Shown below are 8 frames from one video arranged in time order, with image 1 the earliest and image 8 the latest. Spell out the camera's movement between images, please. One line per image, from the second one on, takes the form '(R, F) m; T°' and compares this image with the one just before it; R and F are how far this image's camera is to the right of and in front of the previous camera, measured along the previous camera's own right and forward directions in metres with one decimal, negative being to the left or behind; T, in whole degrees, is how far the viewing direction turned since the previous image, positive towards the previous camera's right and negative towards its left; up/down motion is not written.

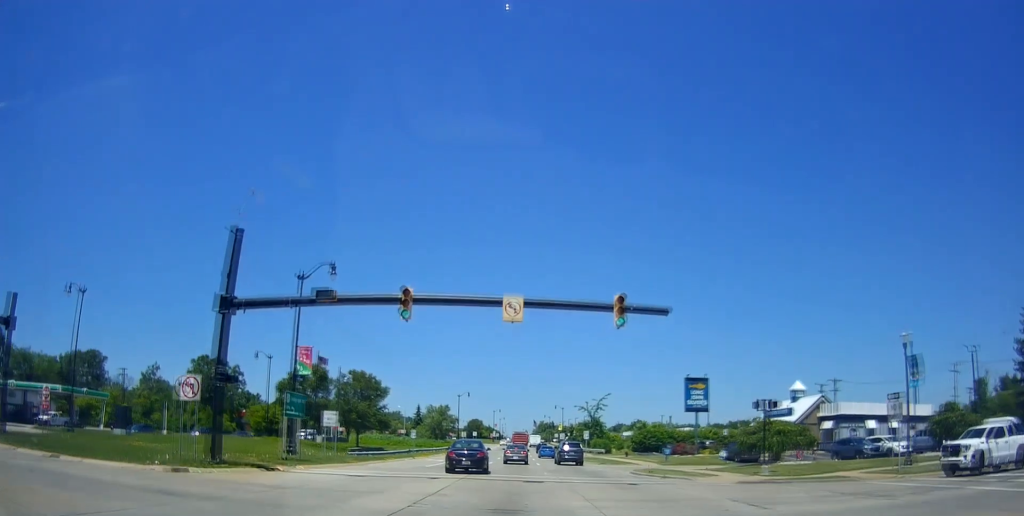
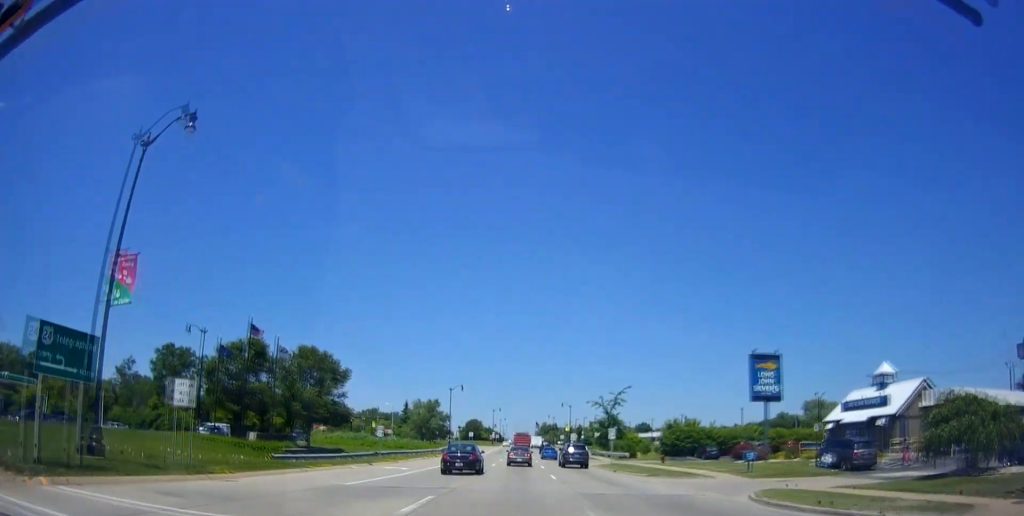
(+0.5, +17.0) m; +1°
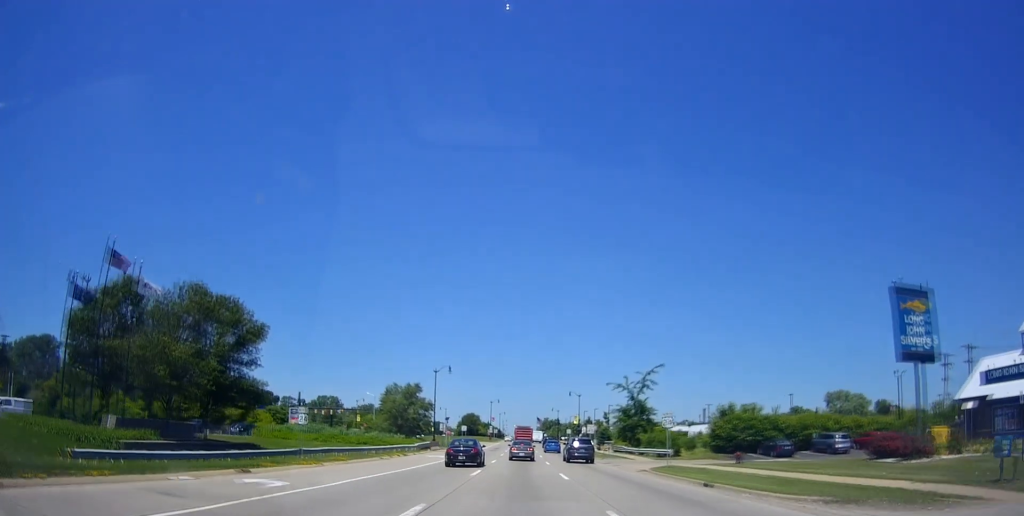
(-0.2, +18.8) m; -1°
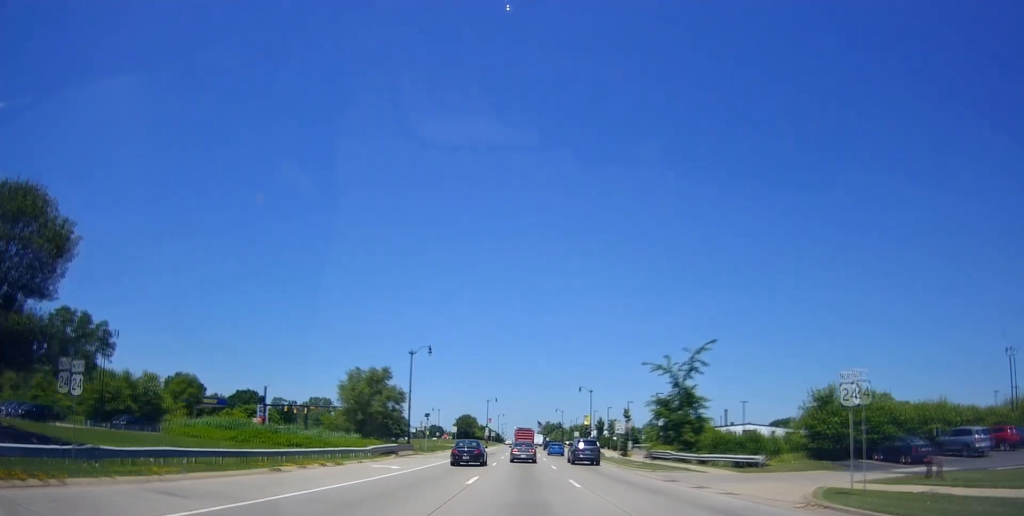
(0.0, +18.6) m; -1°
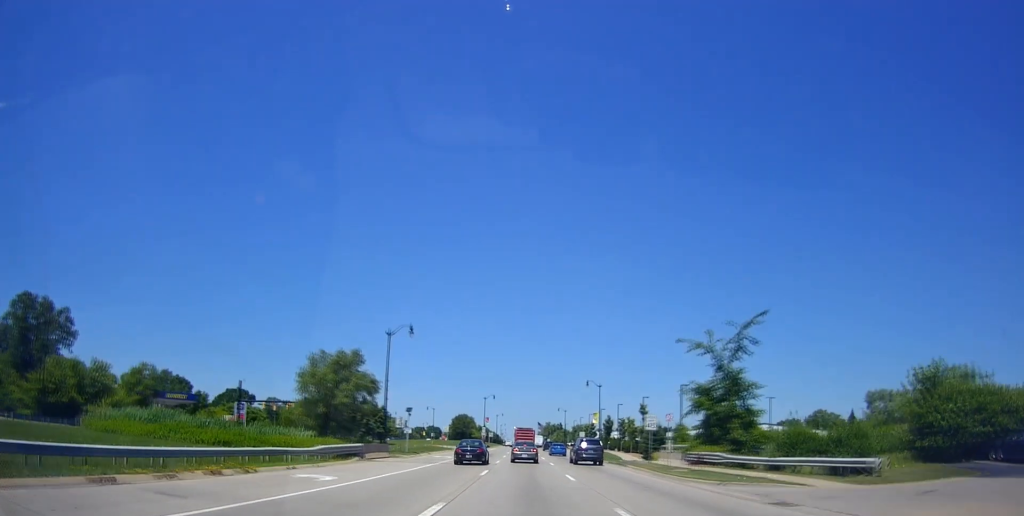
(+0.2, +10.9) m; -1°
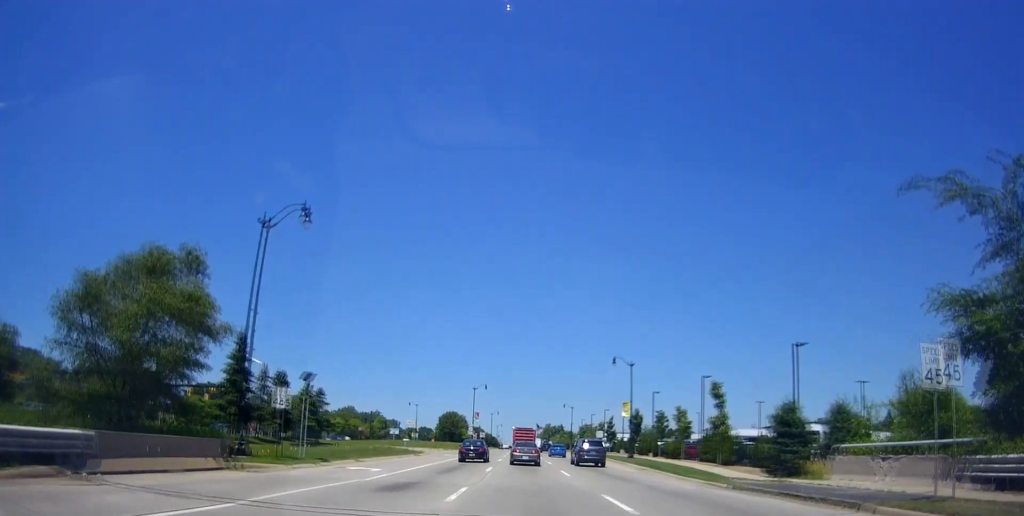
(-0.3, +26.7) m; +1°
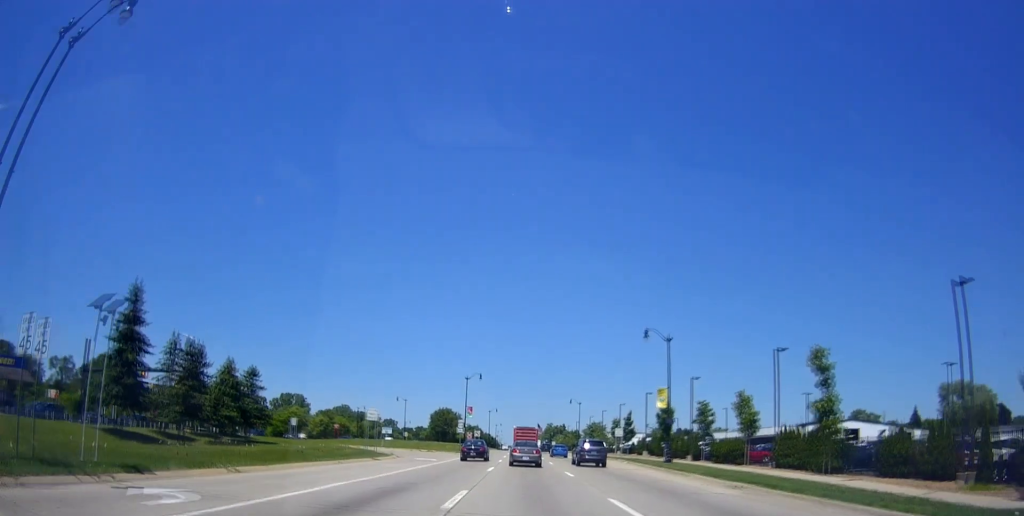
(+0.3, +16.2) m; +1°
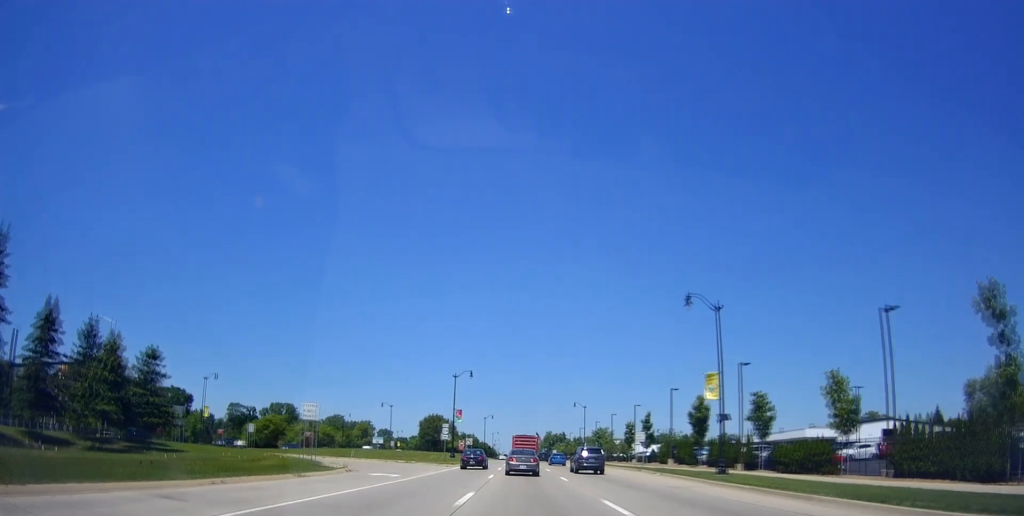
(0.0, +13.6) m; 0°
